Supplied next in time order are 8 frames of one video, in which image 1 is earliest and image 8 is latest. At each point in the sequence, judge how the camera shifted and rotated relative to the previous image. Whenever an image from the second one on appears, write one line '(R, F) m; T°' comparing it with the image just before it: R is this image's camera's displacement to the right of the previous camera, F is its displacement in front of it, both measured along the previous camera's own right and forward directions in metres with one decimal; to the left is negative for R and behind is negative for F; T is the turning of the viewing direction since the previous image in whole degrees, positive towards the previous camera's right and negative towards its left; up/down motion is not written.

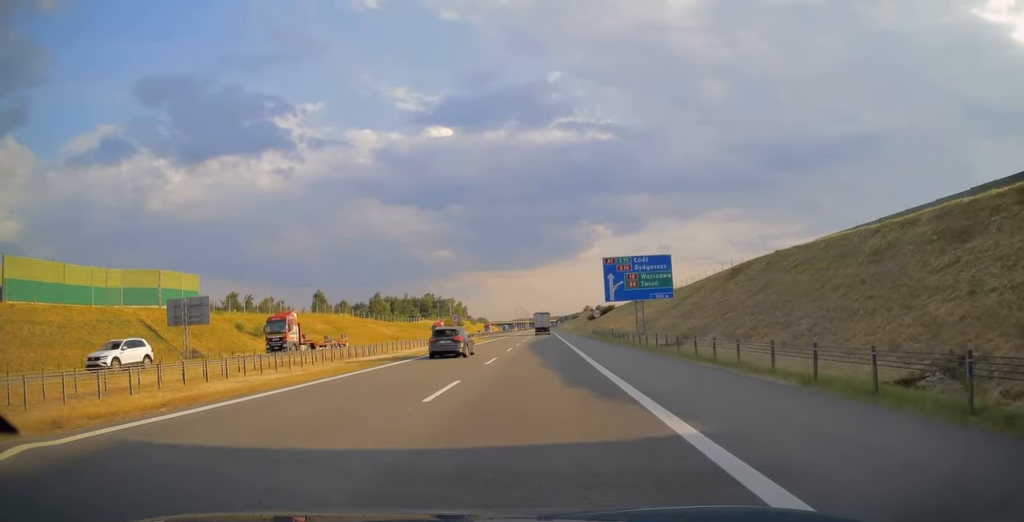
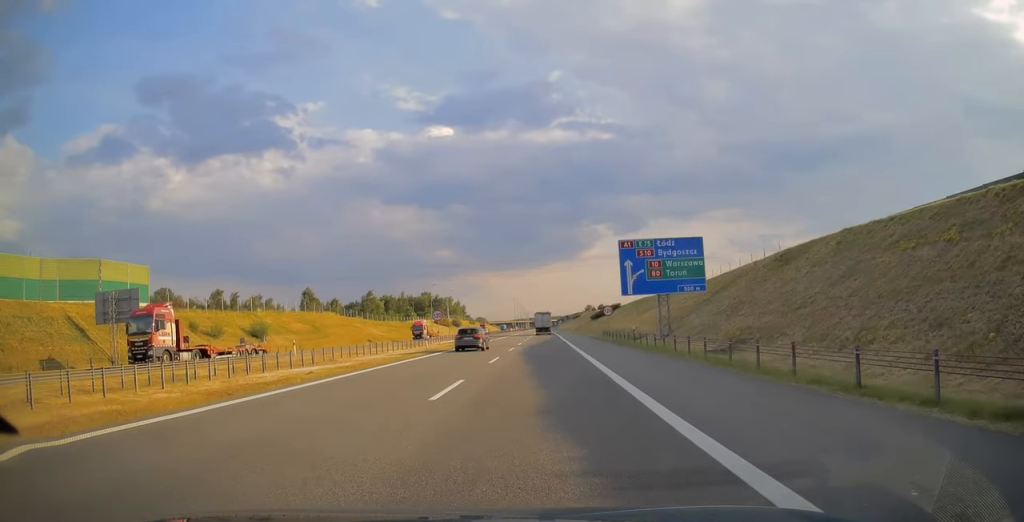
(0.0, +11.6) m; 0°
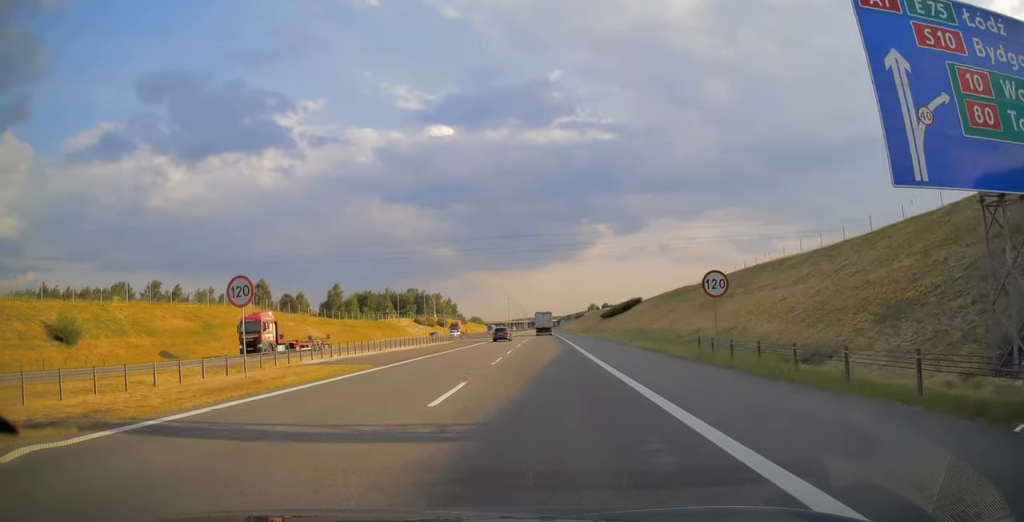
(-0.1, +36.6) m; 0°
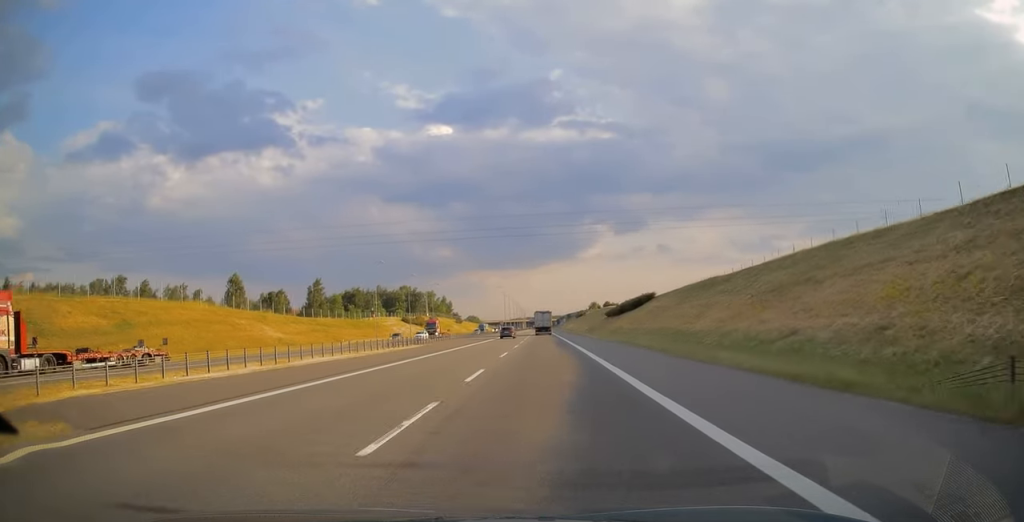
(0.0, +16.4) m; 0°
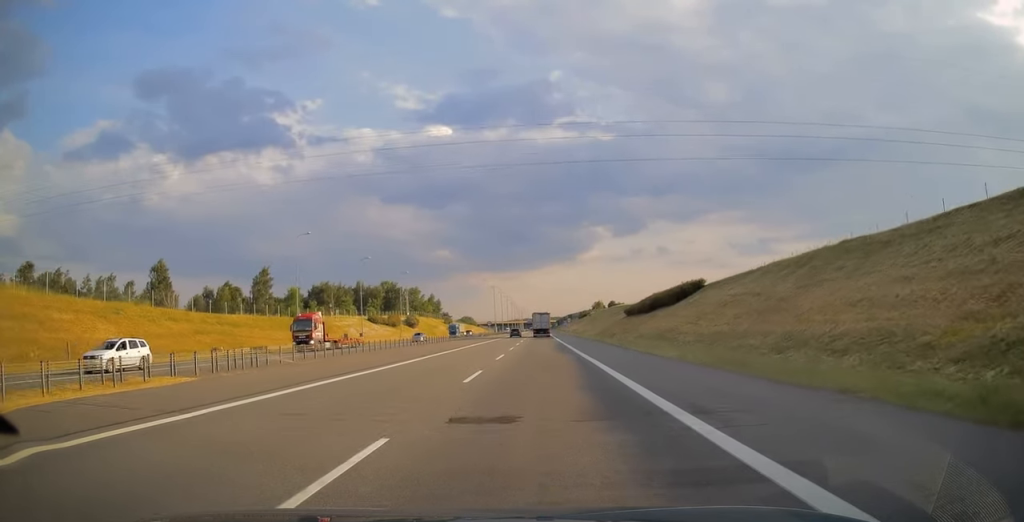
(-0.1, +35.8) m; 0°
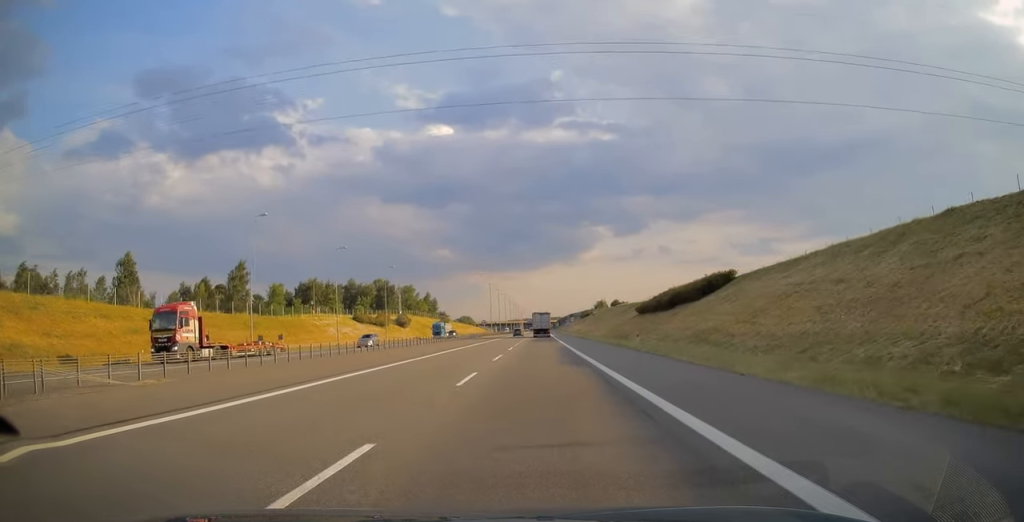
(0.0, +12.7) m; 0°
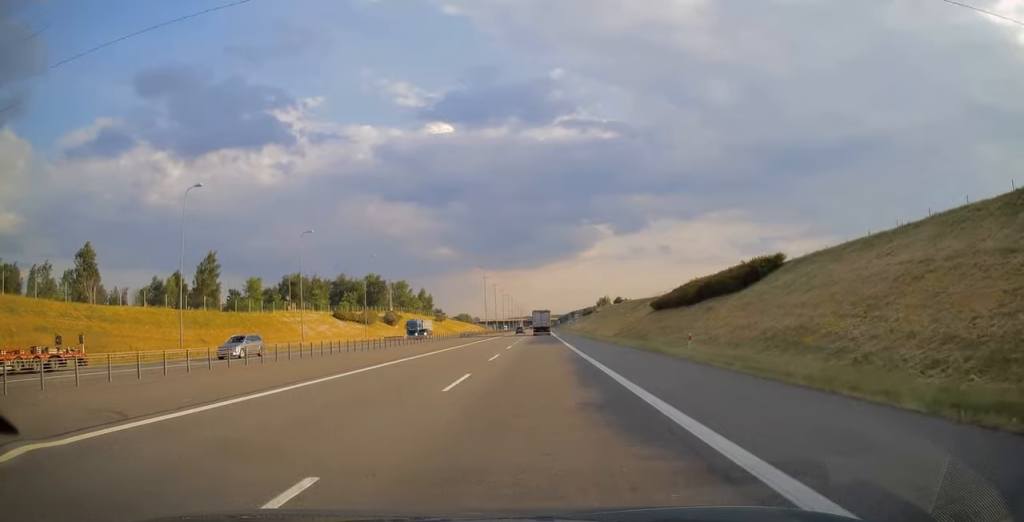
(0.0, +13.6) m; 0°
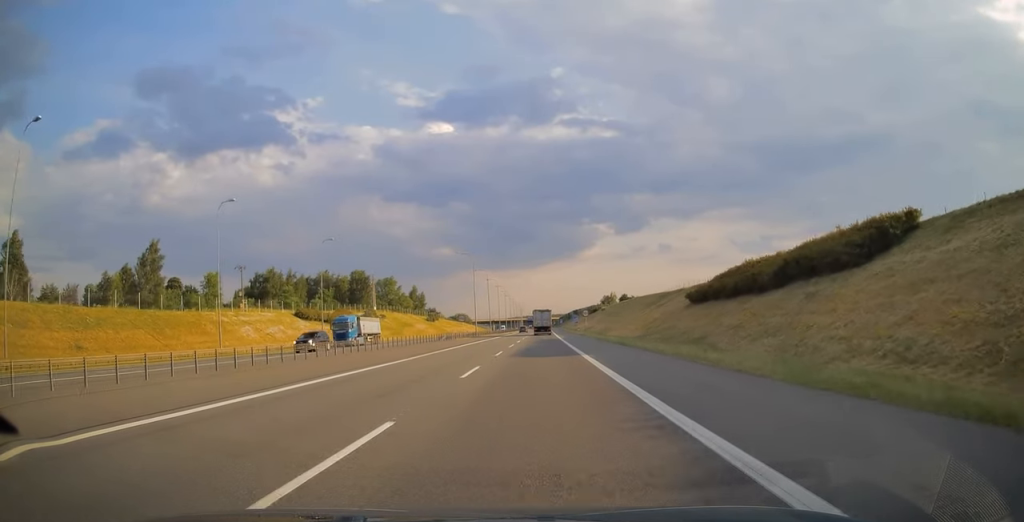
(0.0, +20.7) m; 0°
